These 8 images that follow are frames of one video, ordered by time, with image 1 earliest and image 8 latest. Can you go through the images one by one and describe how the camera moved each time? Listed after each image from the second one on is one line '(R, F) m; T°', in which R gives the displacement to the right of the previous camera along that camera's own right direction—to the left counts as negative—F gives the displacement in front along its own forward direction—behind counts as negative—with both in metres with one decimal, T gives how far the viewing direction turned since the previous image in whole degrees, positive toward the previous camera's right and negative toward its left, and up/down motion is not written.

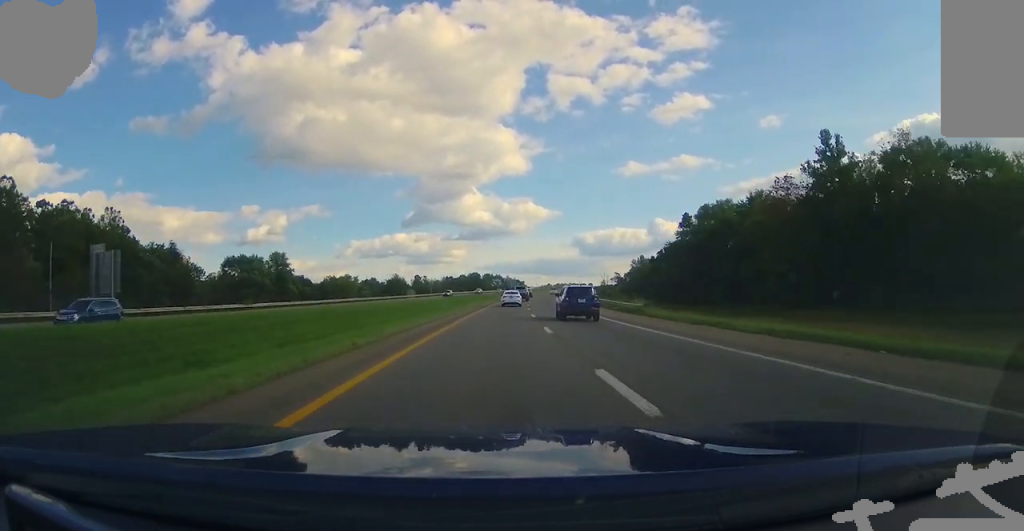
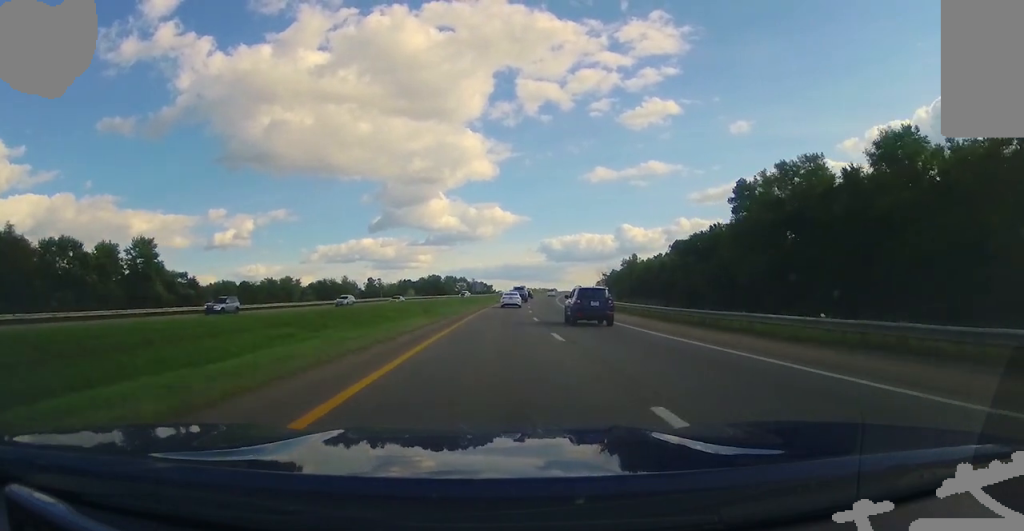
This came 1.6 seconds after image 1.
(+0.8, +52.1) m; +2°
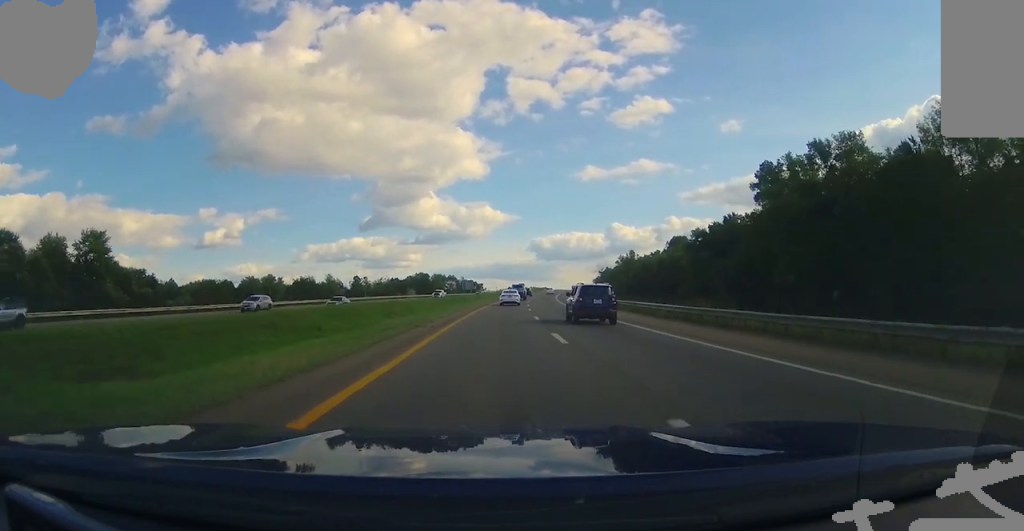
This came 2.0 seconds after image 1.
(+0.2, +13.1) m; +1°
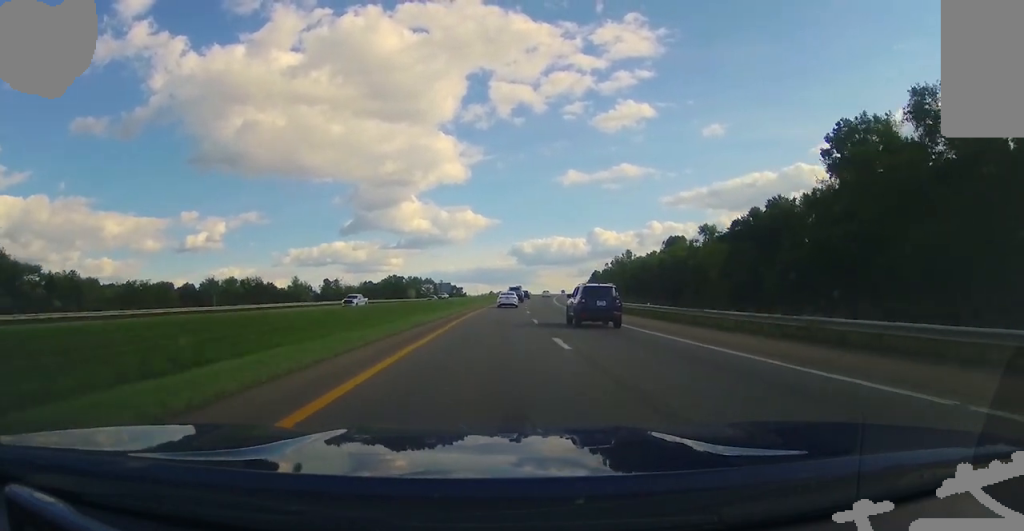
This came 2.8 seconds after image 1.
(+0.3, +26.3) m; +2°
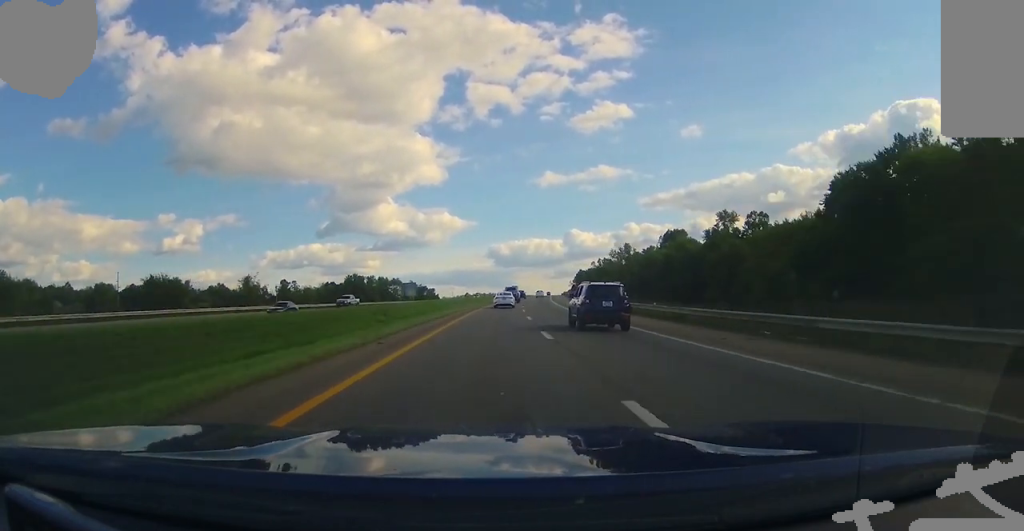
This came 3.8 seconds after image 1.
(+1.0, +34.1) m; +3°
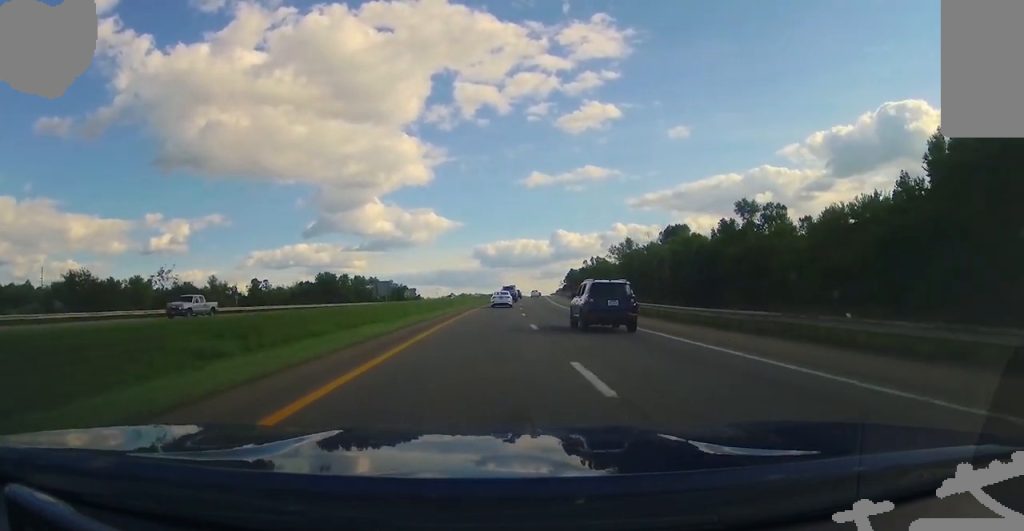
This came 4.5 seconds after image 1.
(+0.4, +20.9) m; +1°
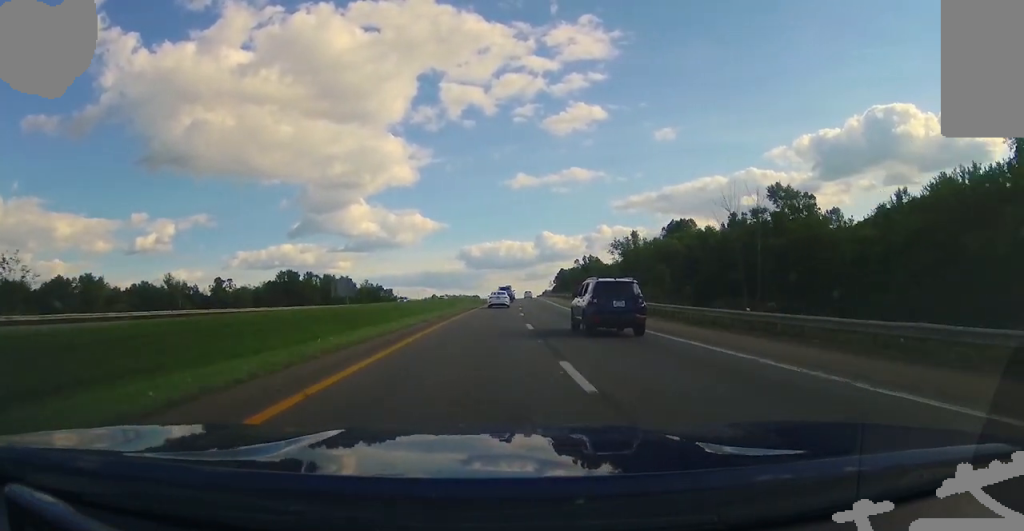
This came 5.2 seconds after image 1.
(+0.3, +24.2) m; +1°
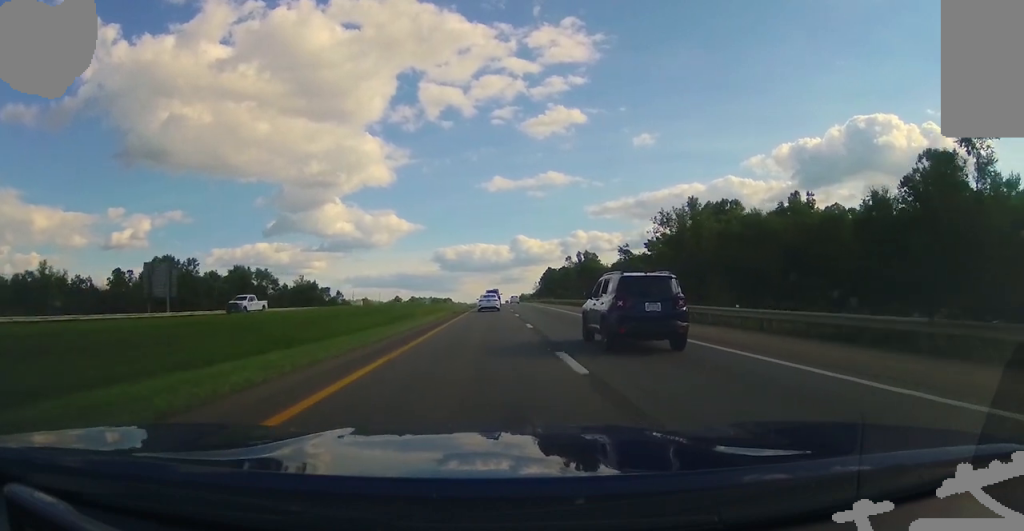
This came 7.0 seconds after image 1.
(+1.2, +59.4) m; +2°
